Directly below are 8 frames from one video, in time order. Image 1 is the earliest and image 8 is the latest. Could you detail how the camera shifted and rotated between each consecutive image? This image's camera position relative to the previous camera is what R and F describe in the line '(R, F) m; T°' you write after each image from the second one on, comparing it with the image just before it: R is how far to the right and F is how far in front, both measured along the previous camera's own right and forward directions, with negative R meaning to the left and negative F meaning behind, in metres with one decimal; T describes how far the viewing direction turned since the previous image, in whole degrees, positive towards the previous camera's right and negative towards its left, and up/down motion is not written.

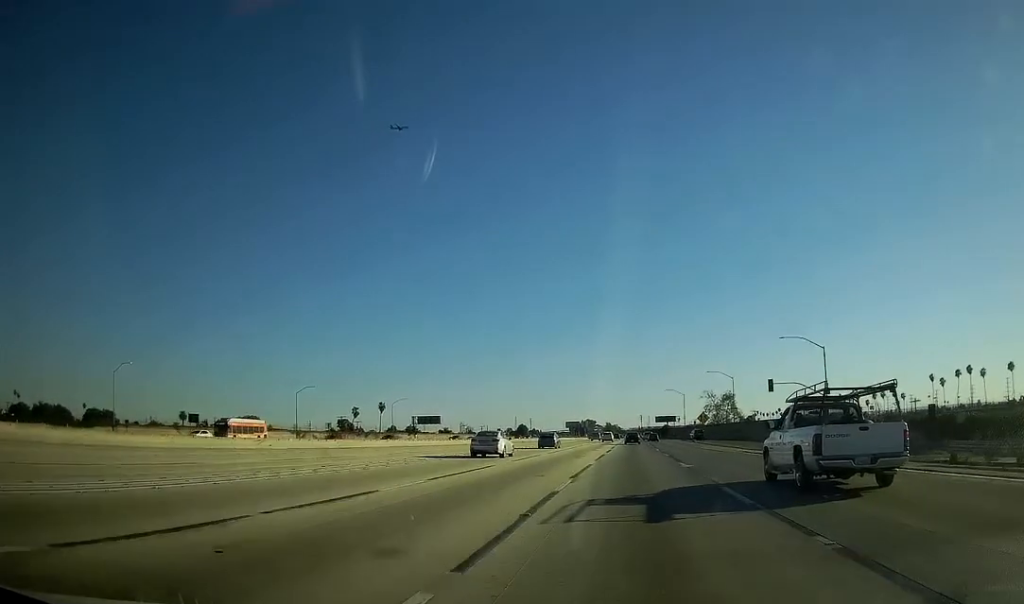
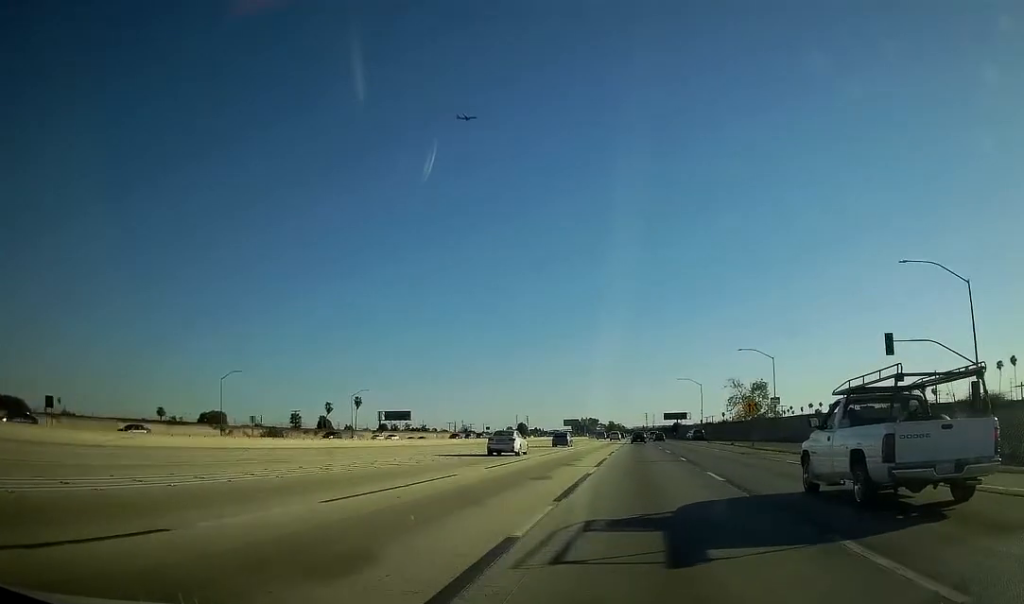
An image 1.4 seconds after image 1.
(0.0, +37.0) m; -2°
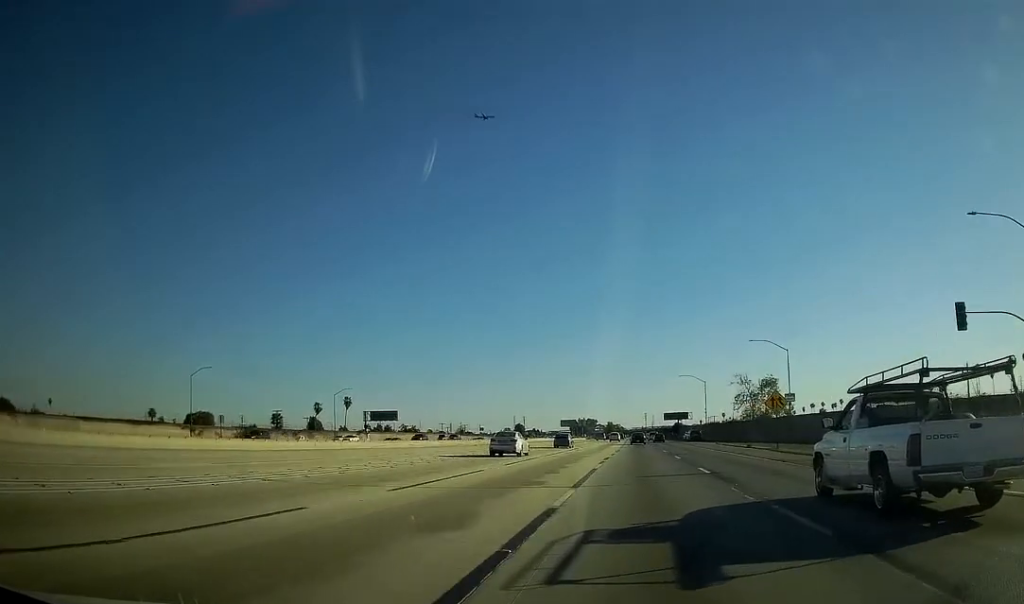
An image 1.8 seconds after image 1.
(-0.3, +11.4) m; 0°
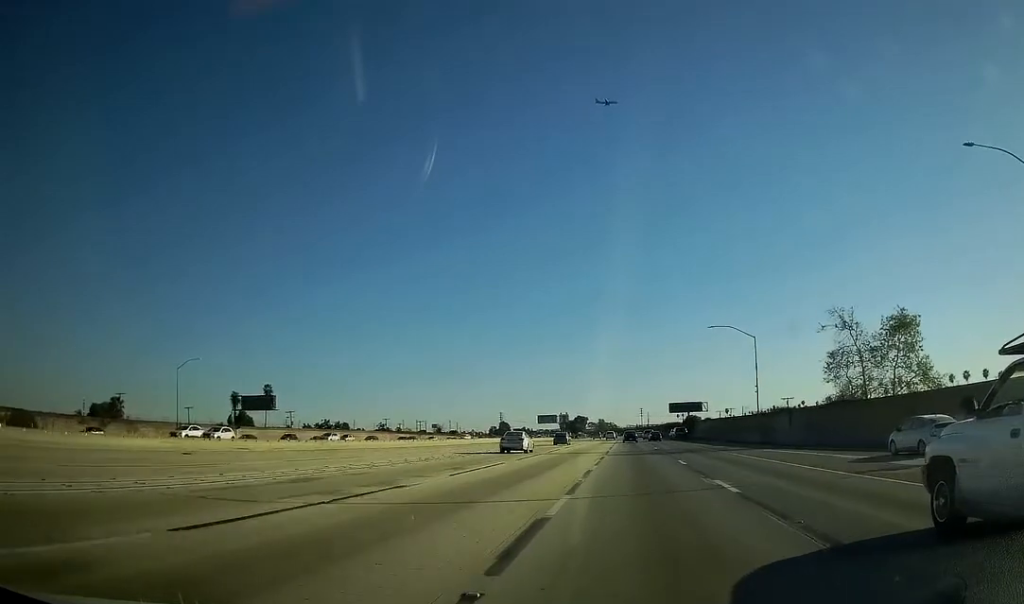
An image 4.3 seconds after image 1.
(+1.0, +64.9) m; +2°
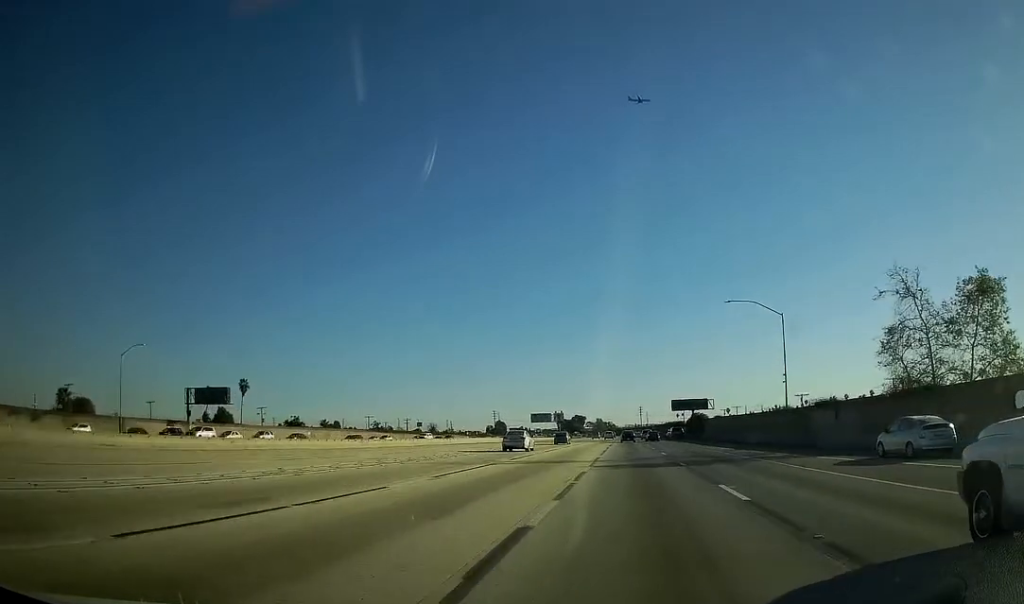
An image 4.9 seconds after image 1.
(0.0, +15.5) m; 0°
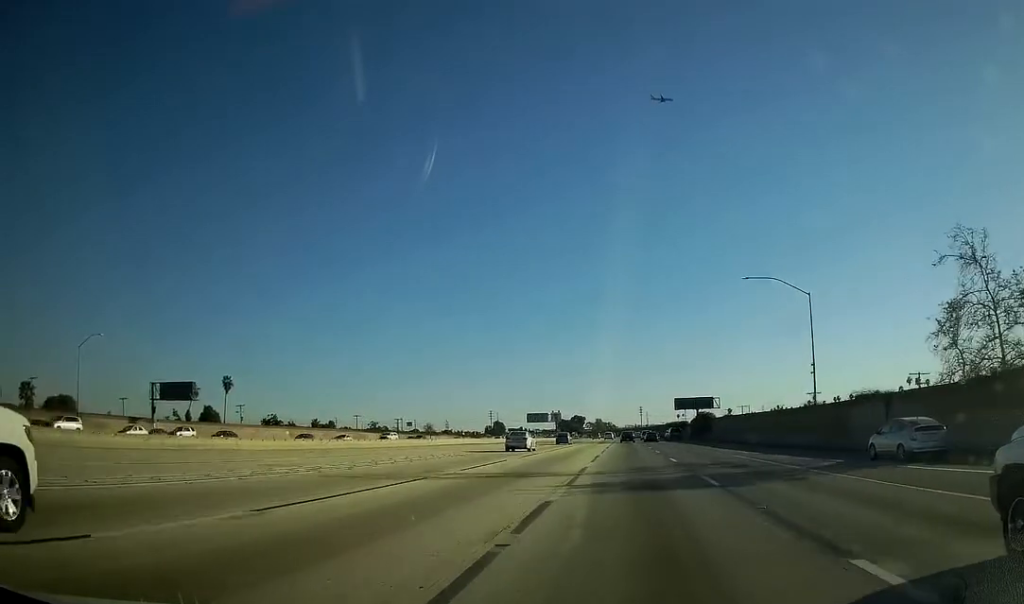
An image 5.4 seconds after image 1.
(0.0, +11.1) m; 0°
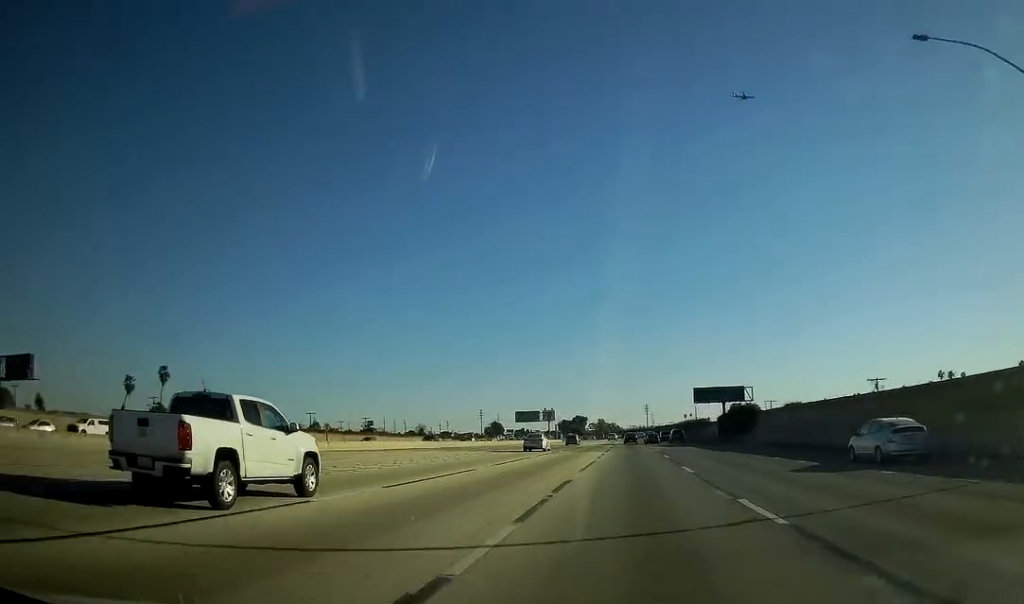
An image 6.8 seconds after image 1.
(-0.5, +36.5) m; -2°
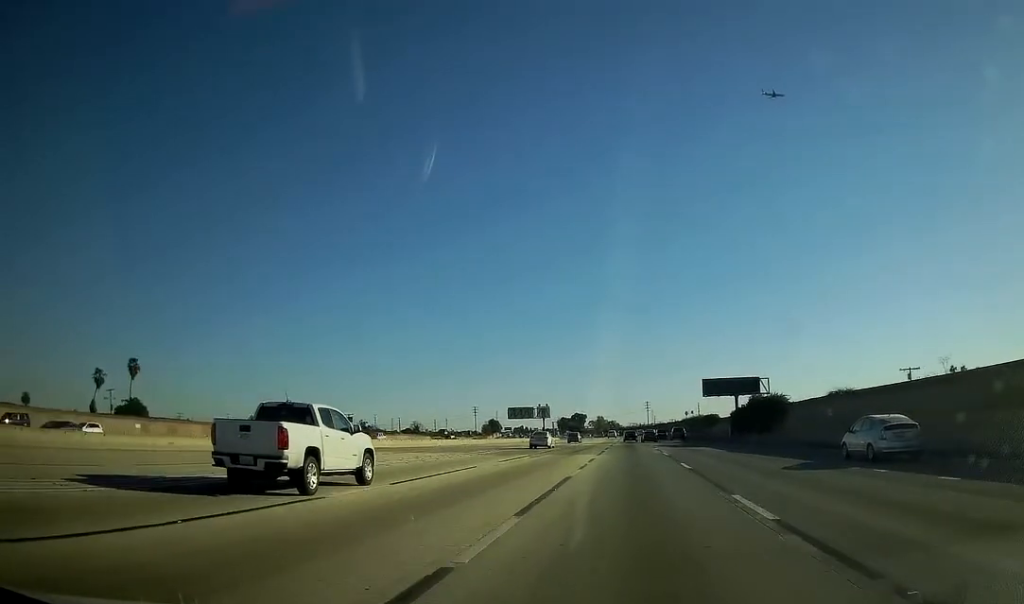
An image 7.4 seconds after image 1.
(-0.4, +14.3) m; 0°
